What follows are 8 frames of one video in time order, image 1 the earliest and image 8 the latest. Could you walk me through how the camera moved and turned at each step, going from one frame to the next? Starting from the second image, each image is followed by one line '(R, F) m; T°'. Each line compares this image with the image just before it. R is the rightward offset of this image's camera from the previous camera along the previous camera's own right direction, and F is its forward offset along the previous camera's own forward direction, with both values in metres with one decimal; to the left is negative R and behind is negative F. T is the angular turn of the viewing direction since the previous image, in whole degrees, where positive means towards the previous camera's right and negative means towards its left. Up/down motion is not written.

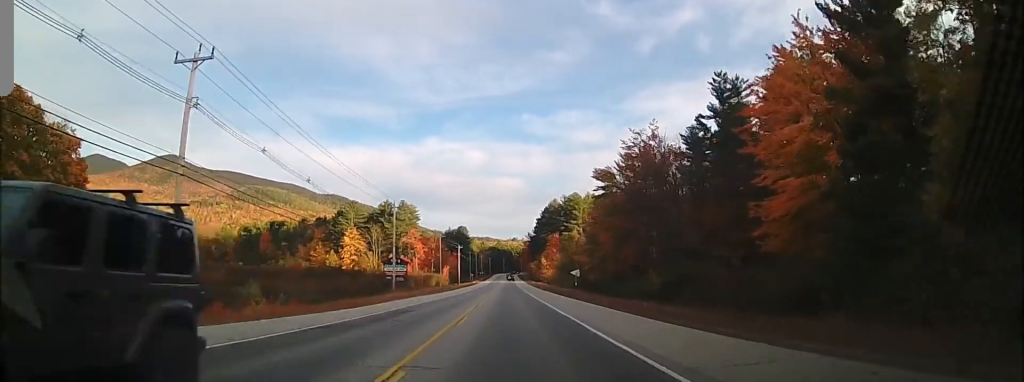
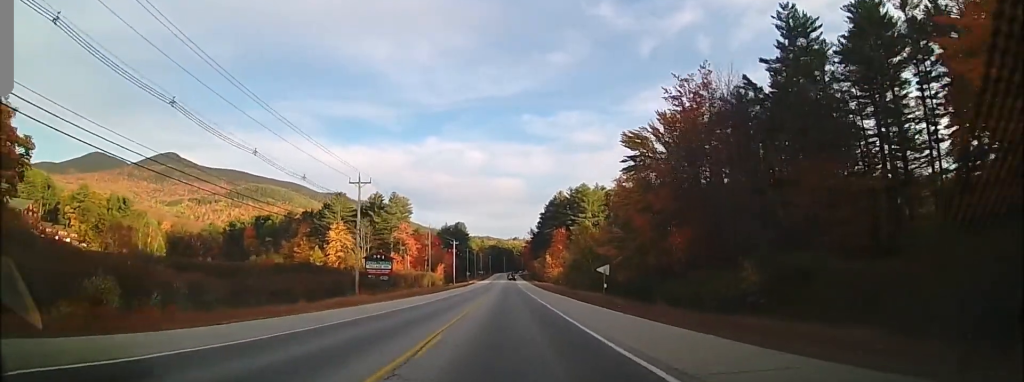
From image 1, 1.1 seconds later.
(-0.3, +19.1) m; +1°
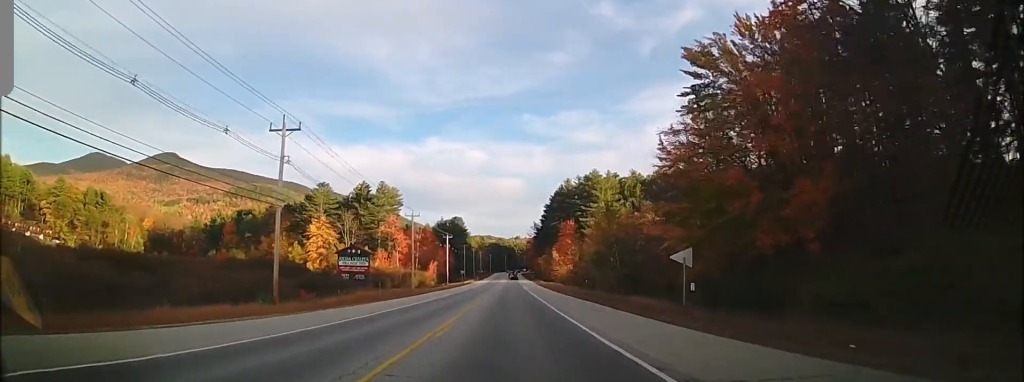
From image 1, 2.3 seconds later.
(+0.7, +21.3) m; +1°
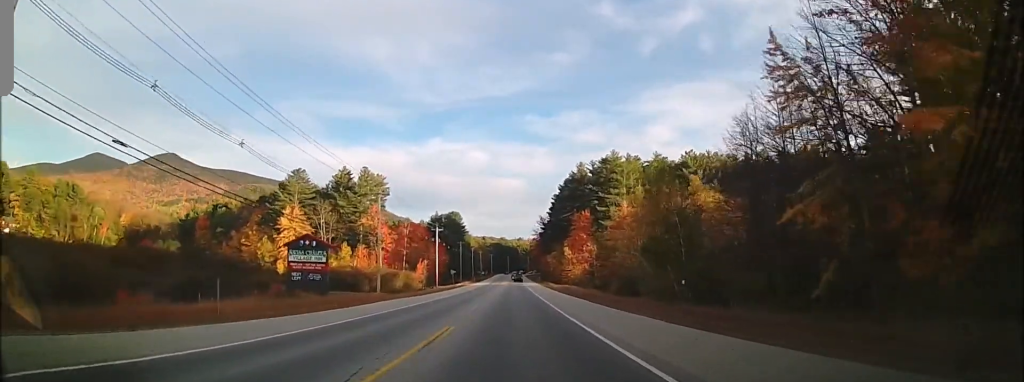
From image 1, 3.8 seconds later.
(-0.5, +25.3) m; -1°
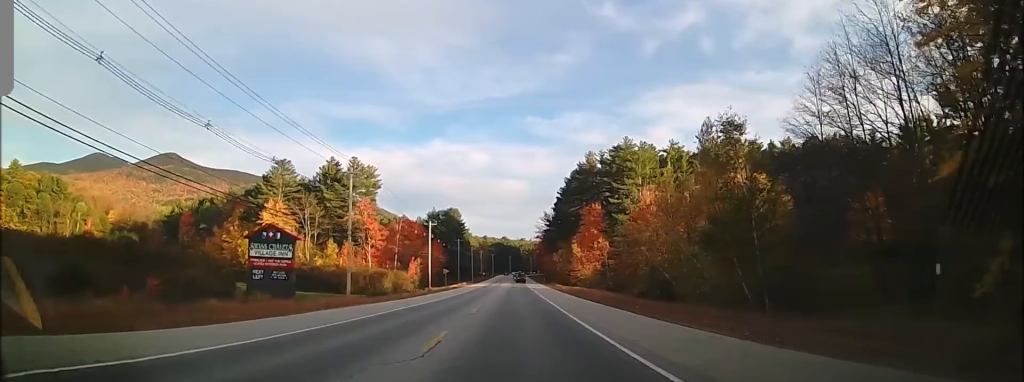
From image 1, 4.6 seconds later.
(-0.1, +13.1) m; 0°
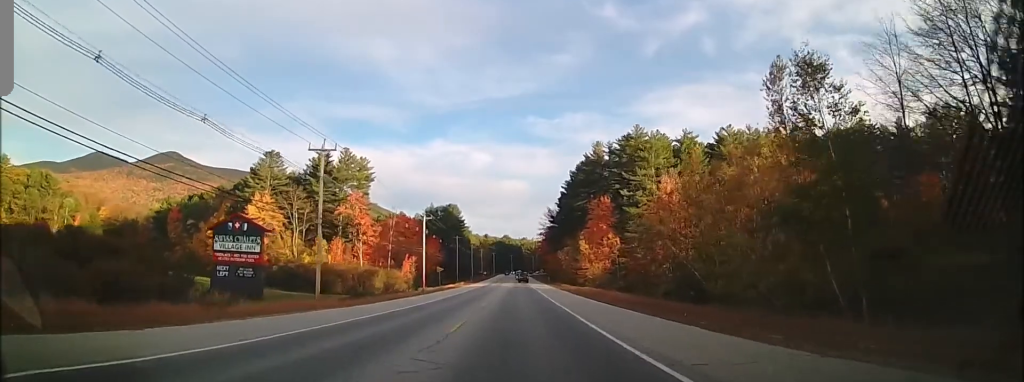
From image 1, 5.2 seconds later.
(-0.1, +9.1) m; 0°
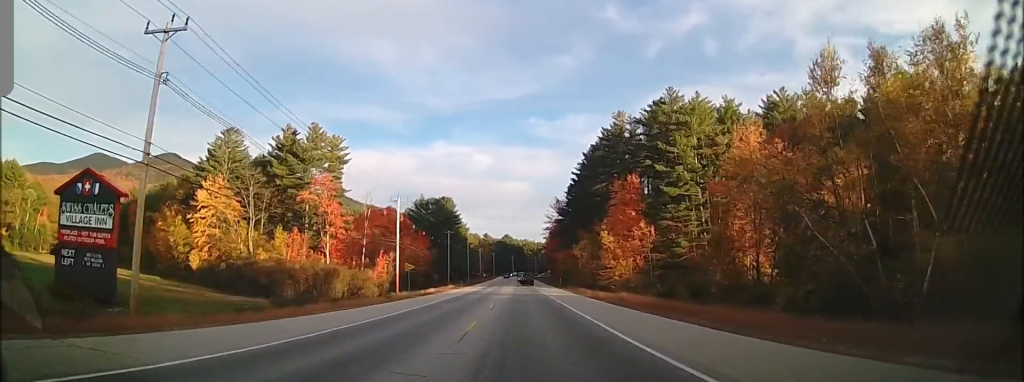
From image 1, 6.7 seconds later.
(-0.2, +23.6) m; 0°
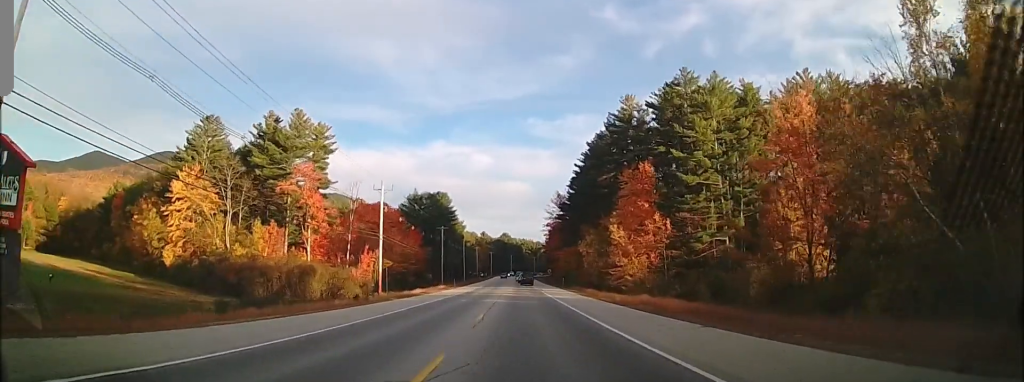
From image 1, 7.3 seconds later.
(-0.2, +8.6) m; +1°
